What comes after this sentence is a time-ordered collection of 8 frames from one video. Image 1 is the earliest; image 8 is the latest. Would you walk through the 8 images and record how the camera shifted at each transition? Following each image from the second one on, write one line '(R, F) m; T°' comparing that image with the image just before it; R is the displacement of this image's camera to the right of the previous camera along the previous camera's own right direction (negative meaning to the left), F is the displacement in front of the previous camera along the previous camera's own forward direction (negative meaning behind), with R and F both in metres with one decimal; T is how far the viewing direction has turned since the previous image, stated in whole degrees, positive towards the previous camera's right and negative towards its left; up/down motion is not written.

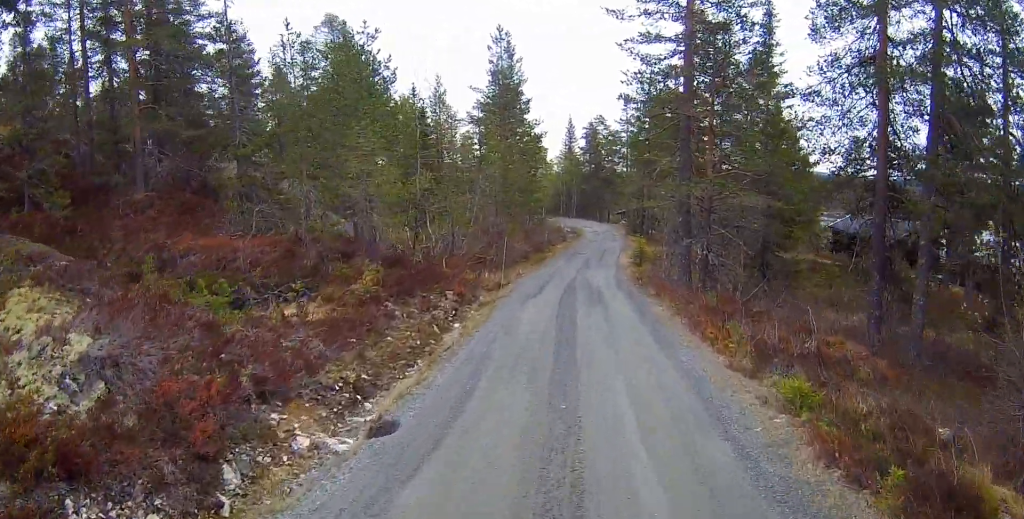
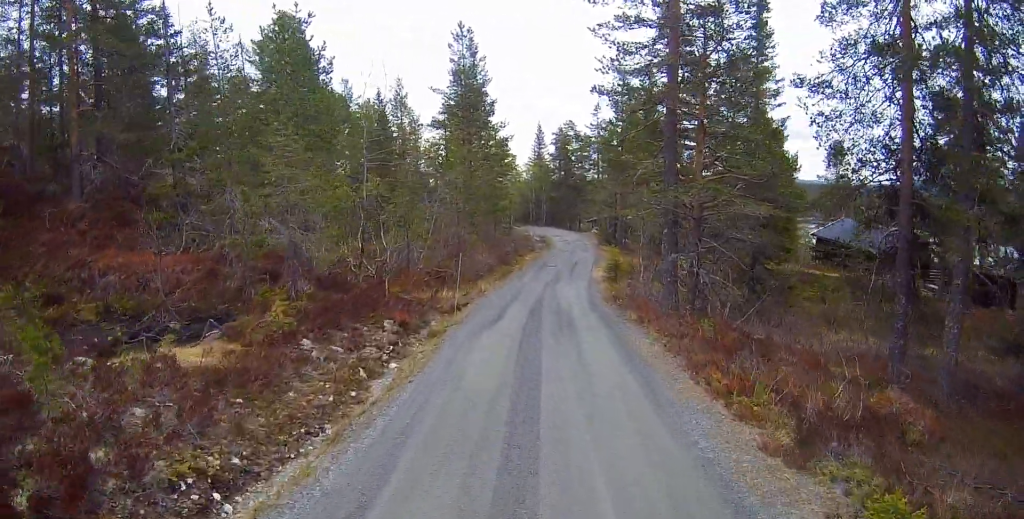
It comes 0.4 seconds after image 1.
(+0.4, +2.6) m; +3°
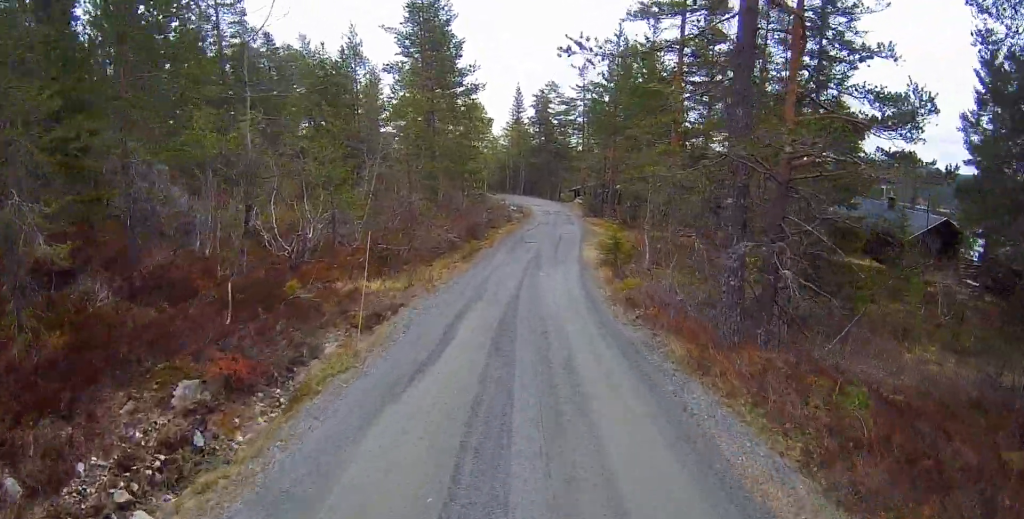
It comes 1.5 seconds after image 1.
(+0.3, +6.8) m; +3°
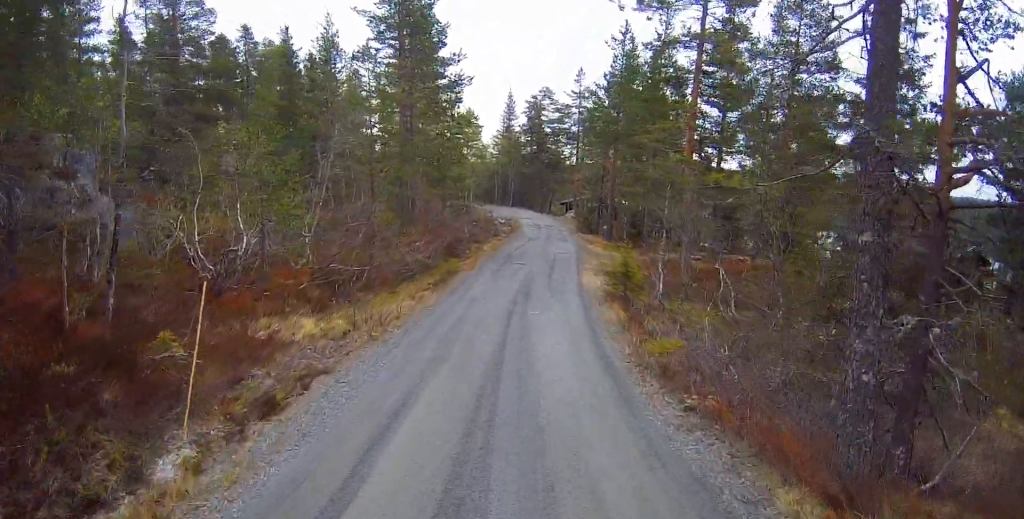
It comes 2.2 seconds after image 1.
(0.0, +4.3) m; 0°
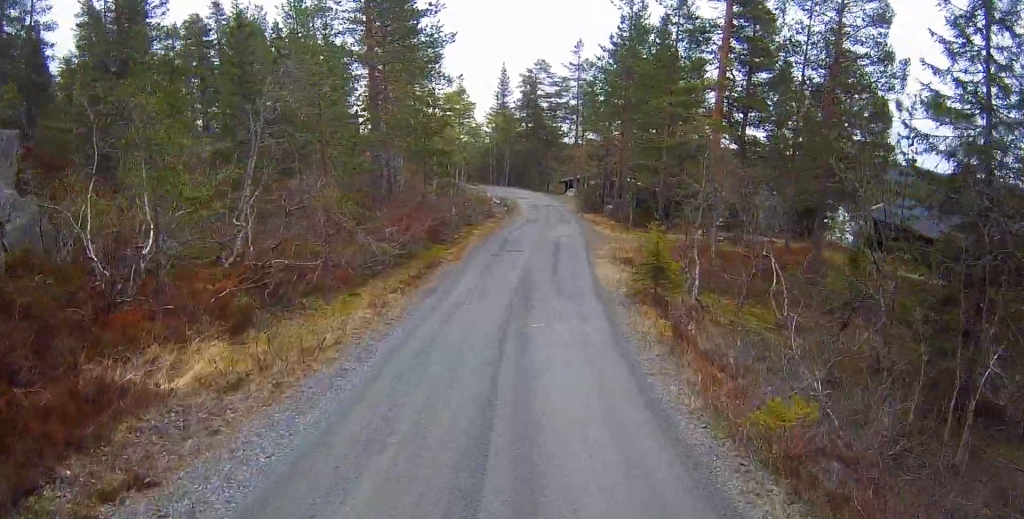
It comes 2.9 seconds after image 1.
(+0.2, +4.1) m; 0°
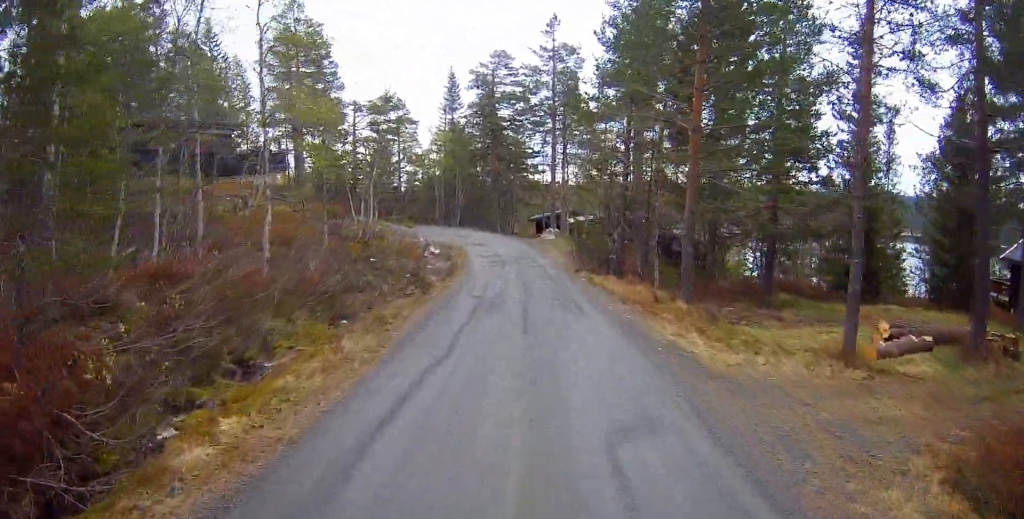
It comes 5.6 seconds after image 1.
(-0.1, +19.3) m; +3°
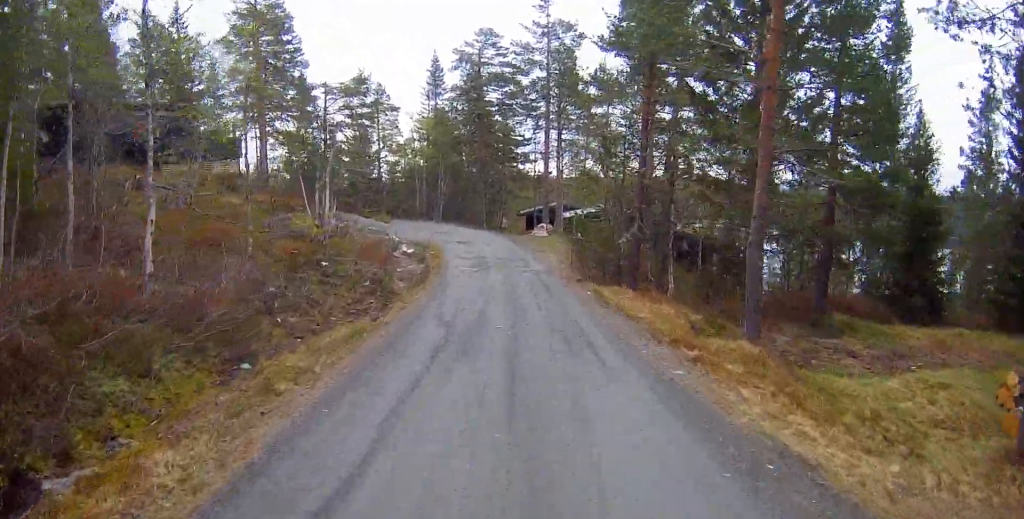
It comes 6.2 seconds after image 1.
(+0.1, +4.7) m; 0°
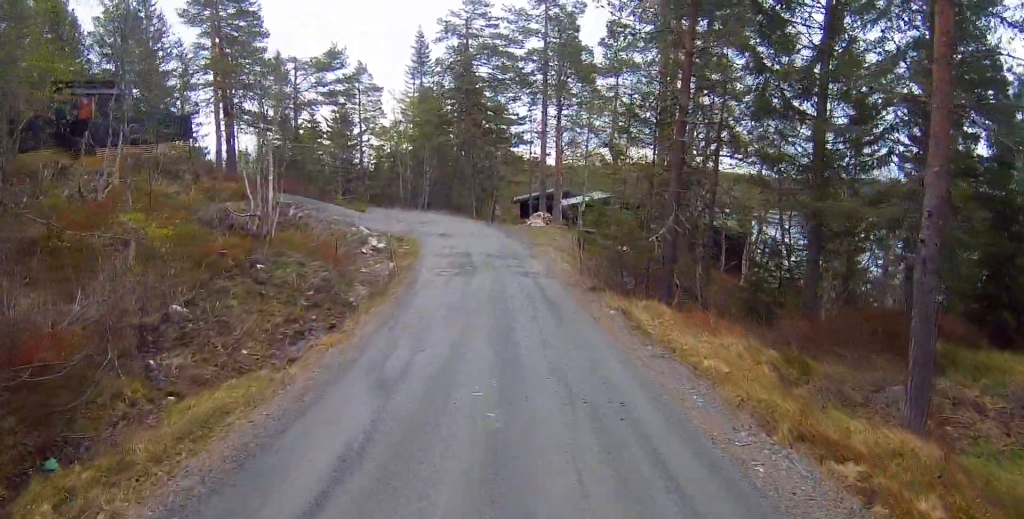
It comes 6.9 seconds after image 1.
(+0.3, +4.7) m; -1°
